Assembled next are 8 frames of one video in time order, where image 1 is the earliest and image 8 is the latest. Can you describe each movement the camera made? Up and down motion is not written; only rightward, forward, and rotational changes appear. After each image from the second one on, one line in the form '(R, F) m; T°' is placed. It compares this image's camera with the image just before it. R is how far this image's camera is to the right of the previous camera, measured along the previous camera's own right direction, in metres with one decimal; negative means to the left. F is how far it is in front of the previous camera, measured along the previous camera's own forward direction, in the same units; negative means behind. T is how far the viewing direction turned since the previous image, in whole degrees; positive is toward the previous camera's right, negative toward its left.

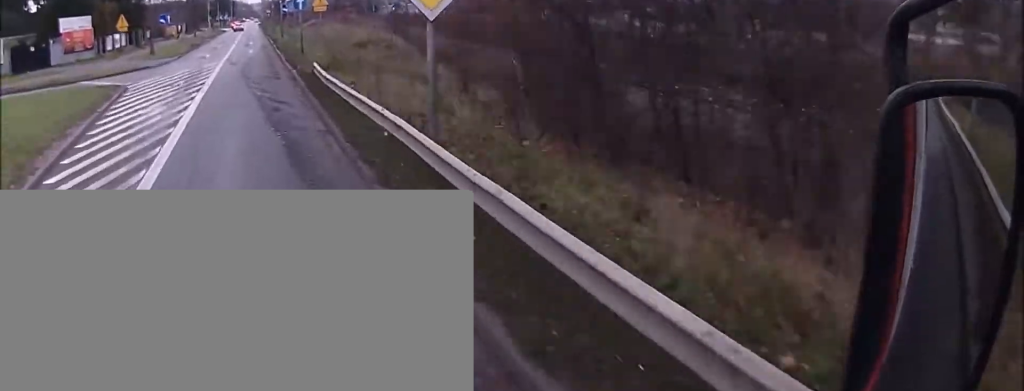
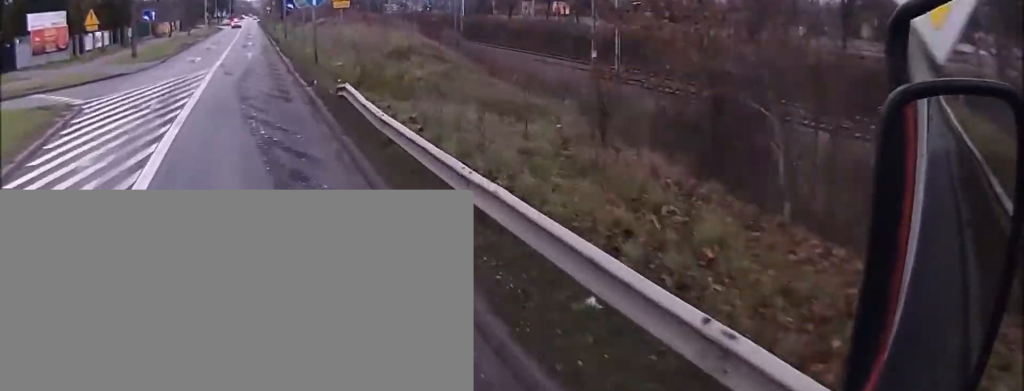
(0.0, +7.9) m; +1°
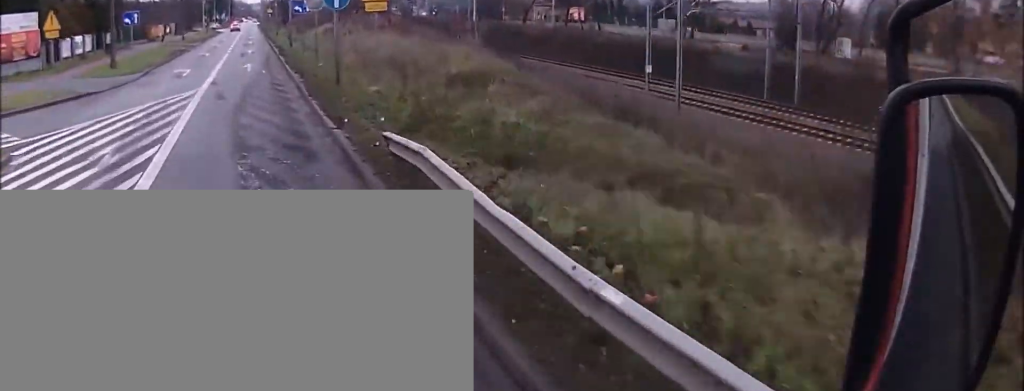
(-0.1, +6.9) m; +1°
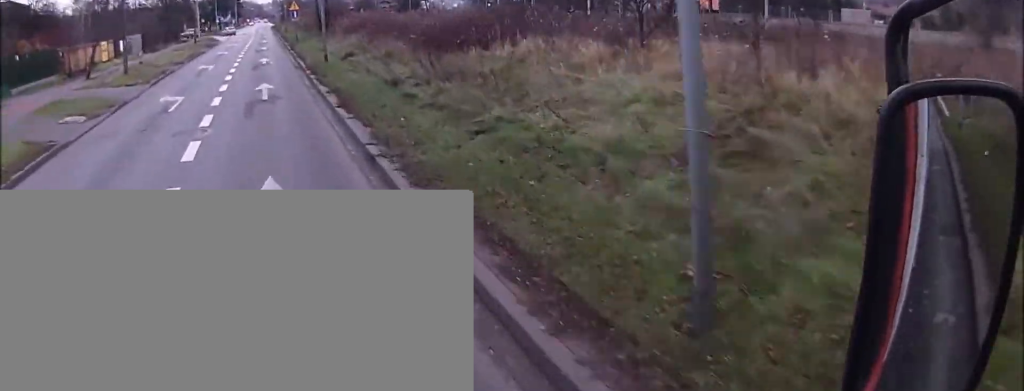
(-0.4, +40.5) m; -2°
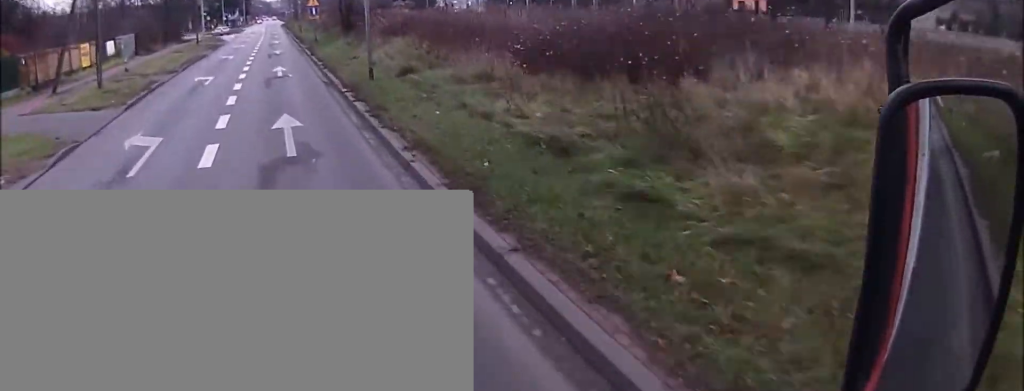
(-0.1, +9.0) m; -1°
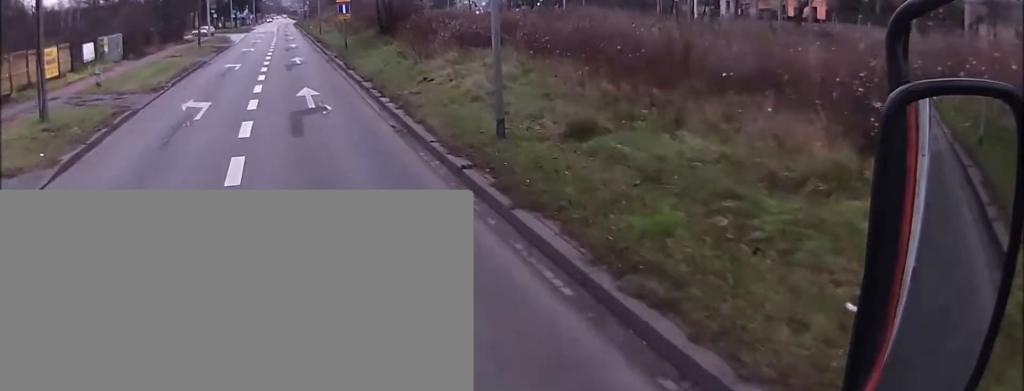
(-0.1, +10.0) m; -1°
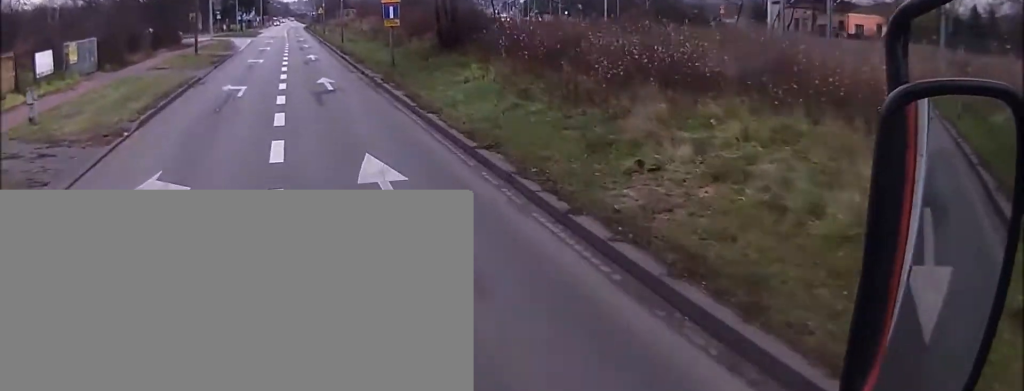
(-0.1, +10.5) m; -1°
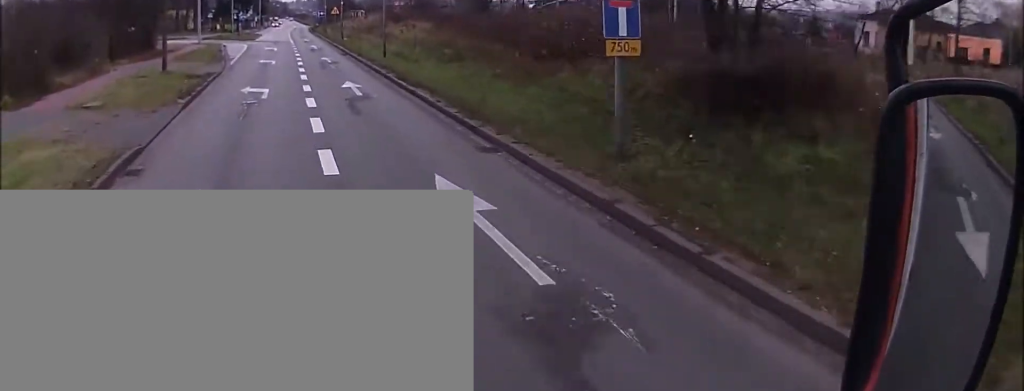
(-0.3, +17.4) m; -1°
